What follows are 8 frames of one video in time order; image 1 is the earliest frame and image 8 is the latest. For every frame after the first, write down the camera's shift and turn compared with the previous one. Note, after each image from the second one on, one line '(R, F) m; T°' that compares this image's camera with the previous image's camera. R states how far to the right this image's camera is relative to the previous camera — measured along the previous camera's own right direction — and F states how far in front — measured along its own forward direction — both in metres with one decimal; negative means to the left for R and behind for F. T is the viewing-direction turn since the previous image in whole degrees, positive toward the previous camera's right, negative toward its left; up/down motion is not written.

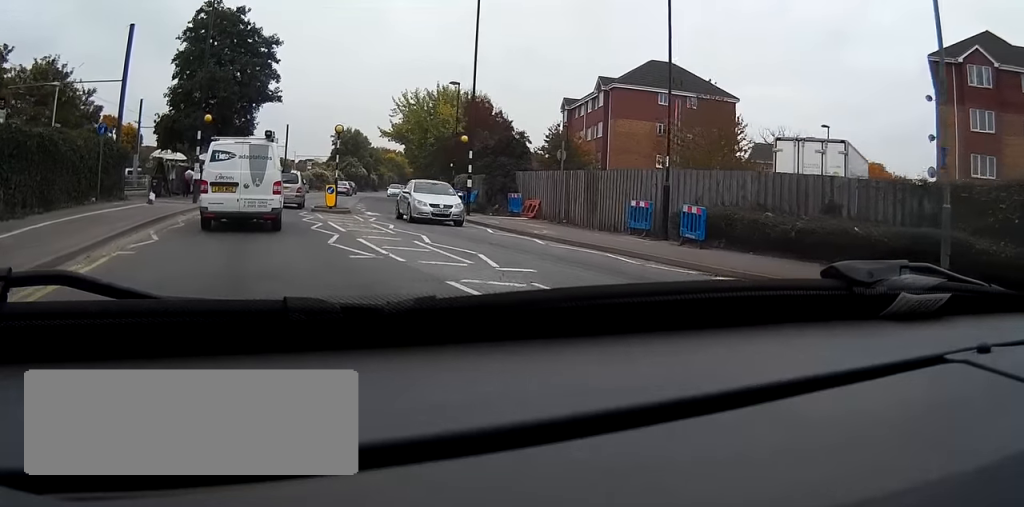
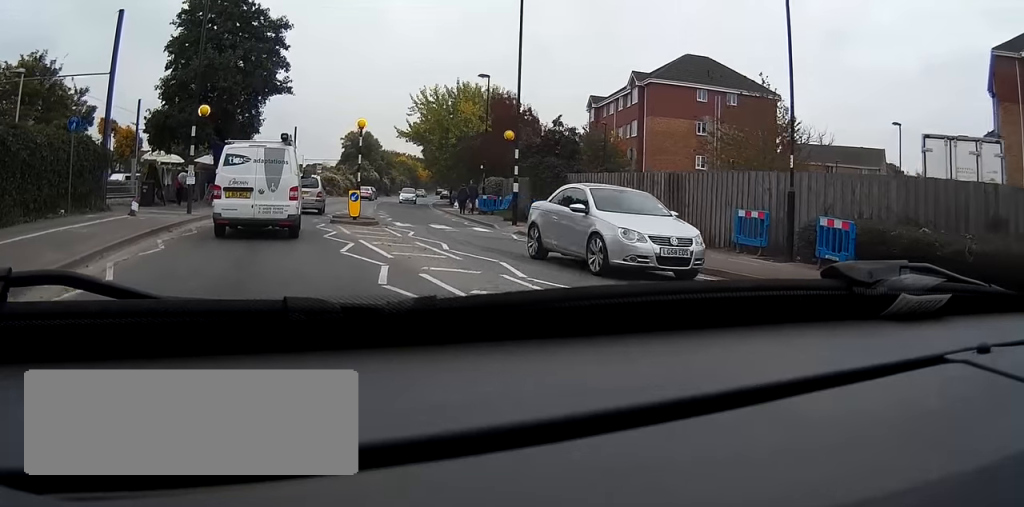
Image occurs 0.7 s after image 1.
(+0.1, +5.2) m; 0°
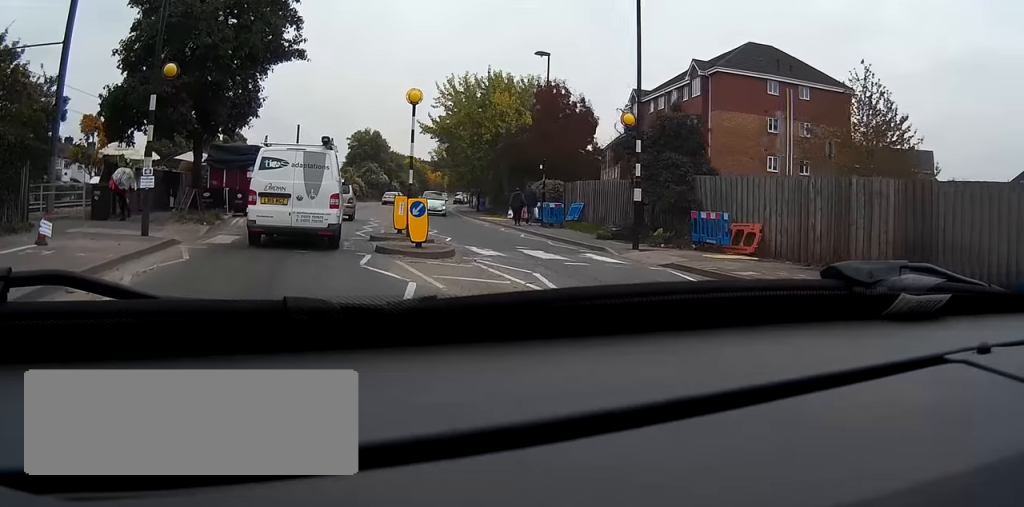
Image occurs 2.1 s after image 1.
(0.0, +9.6) m; 0°
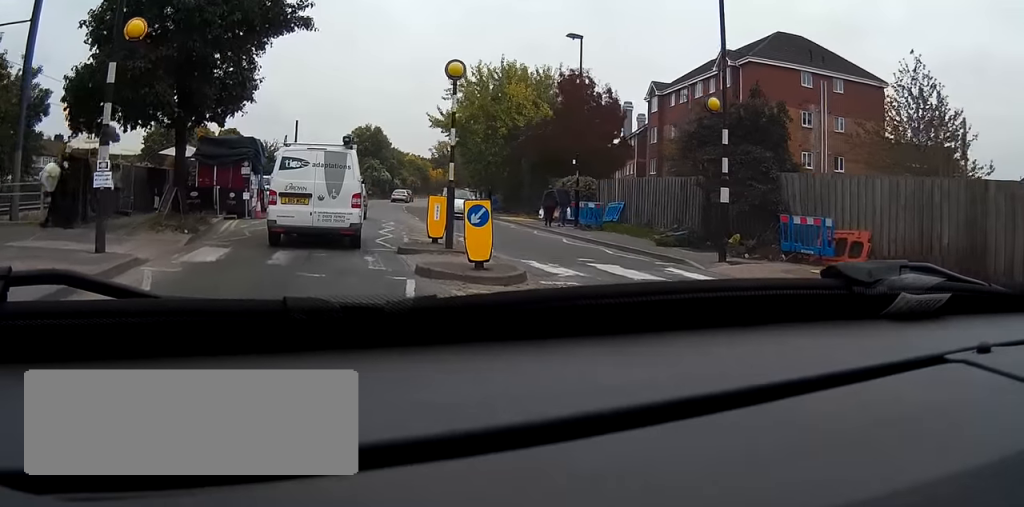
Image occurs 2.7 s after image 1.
(0.0, +4.1) m; +1°
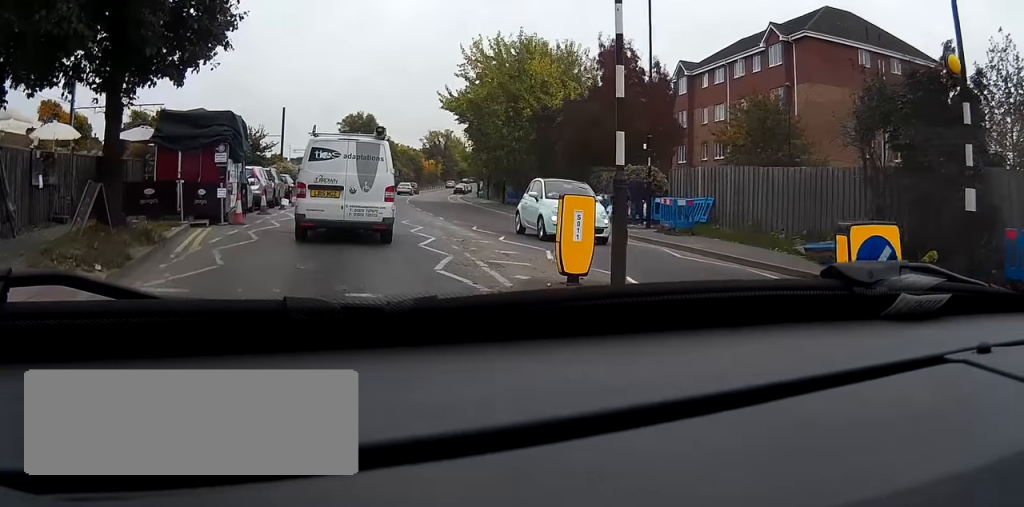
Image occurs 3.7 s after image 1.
(+0.1, +6.9) m; +3°
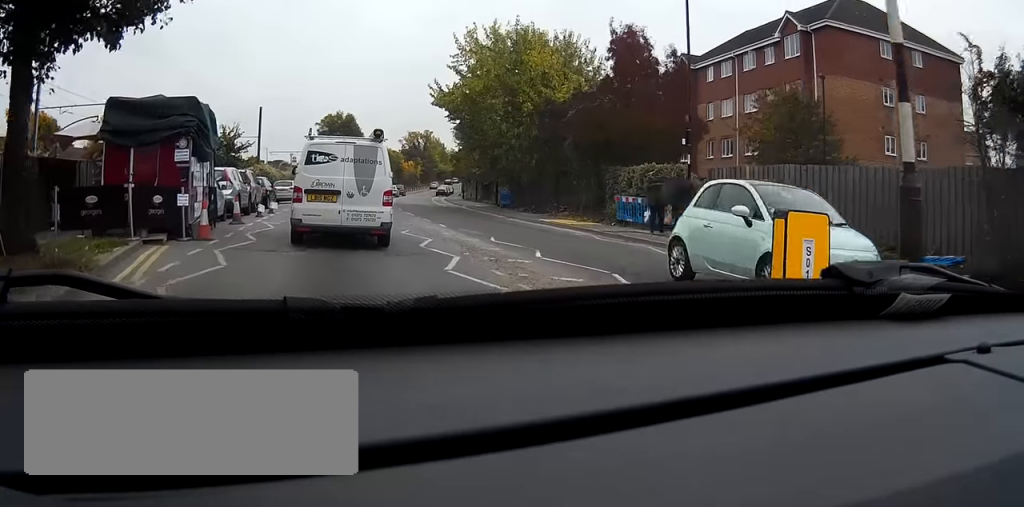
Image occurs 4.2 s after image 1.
(+0.1, +3.7) m; +1°
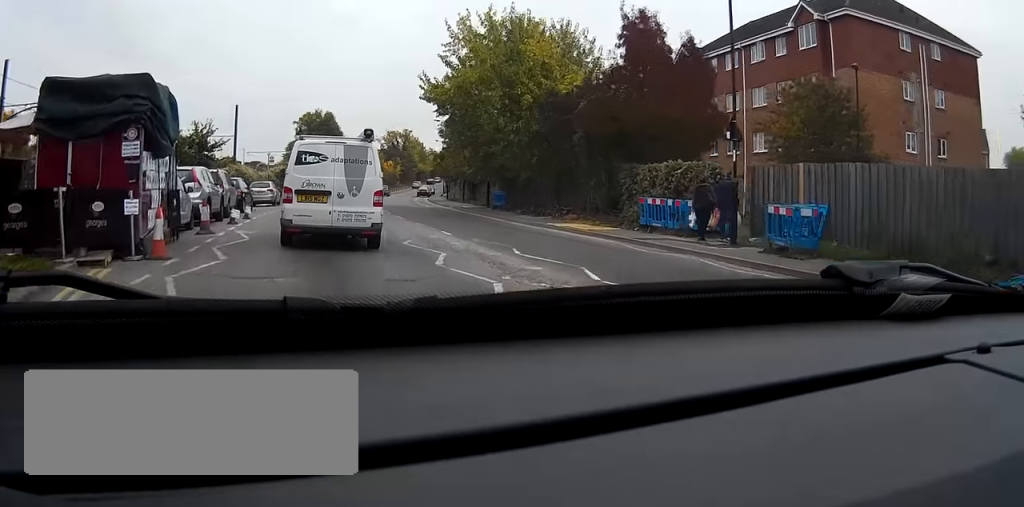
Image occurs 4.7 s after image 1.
(+0.1, +3.3) m; +1°
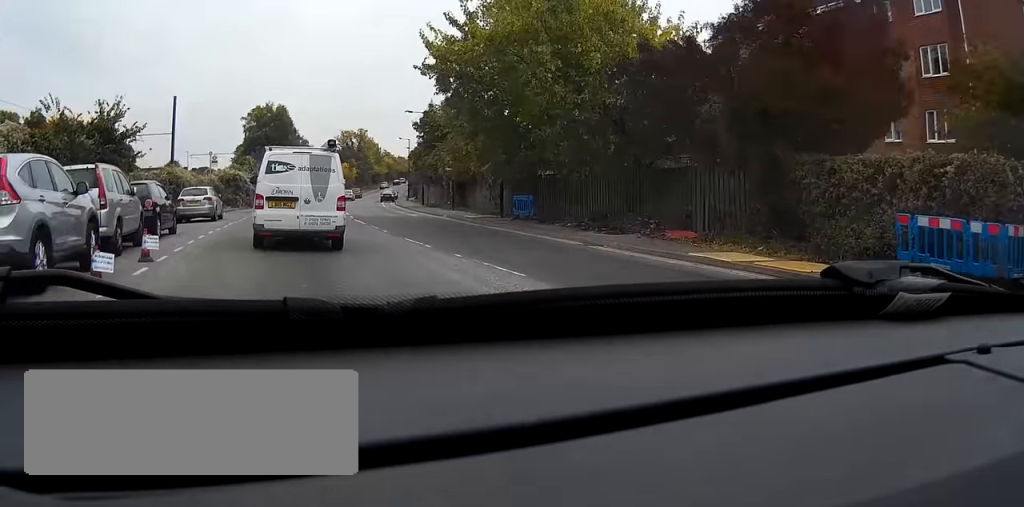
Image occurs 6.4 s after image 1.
(+0.3, +12.2) m; +3°
